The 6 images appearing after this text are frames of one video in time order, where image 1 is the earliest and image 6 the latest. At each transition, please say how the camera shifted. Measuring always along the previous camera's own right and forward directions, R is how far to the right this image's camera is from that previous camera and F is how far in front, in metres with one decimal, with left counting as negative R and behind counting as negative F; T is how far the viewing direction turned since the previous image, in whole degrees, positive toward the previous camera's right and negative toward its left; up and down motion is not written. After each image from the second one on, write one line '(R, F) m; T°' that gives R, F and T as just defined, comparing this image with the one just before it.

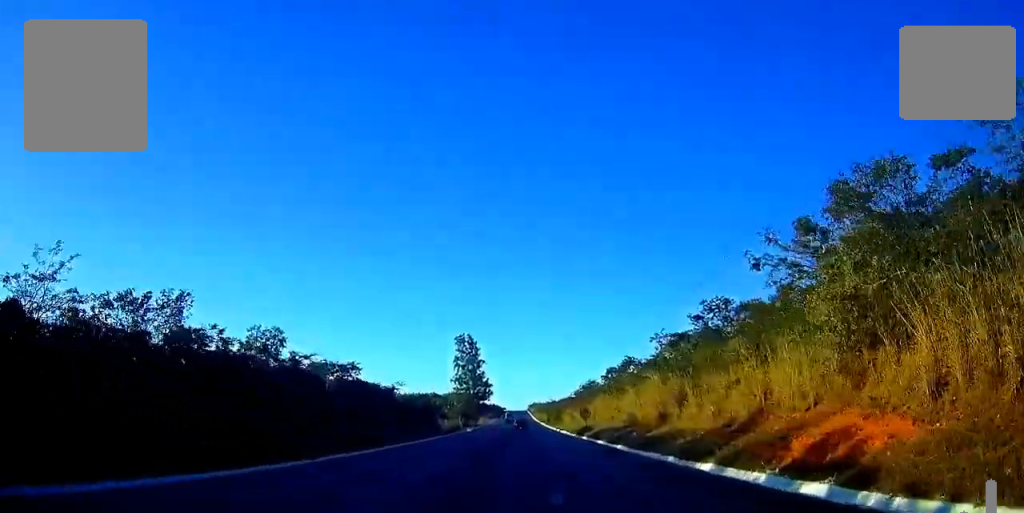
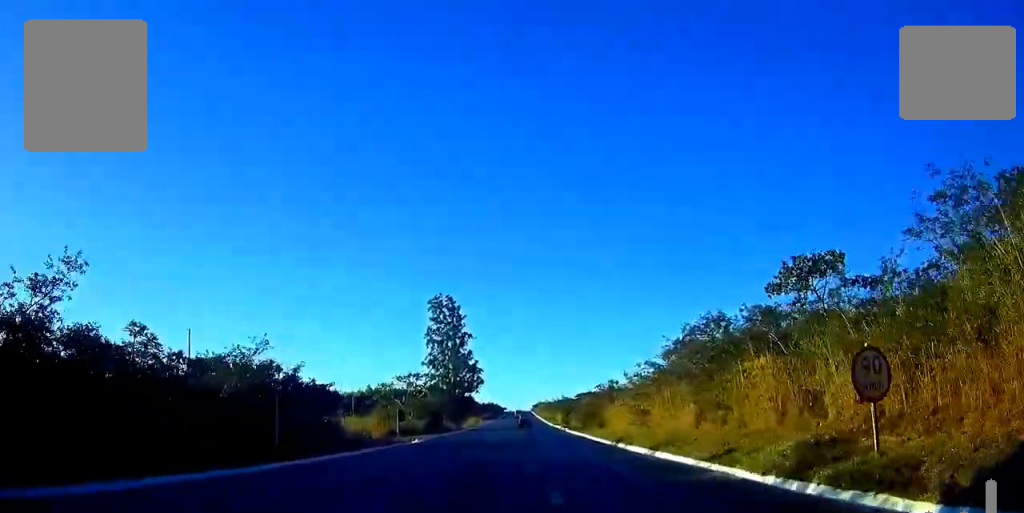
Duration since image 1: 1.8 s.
(+0.1, +51.1) m; 0°
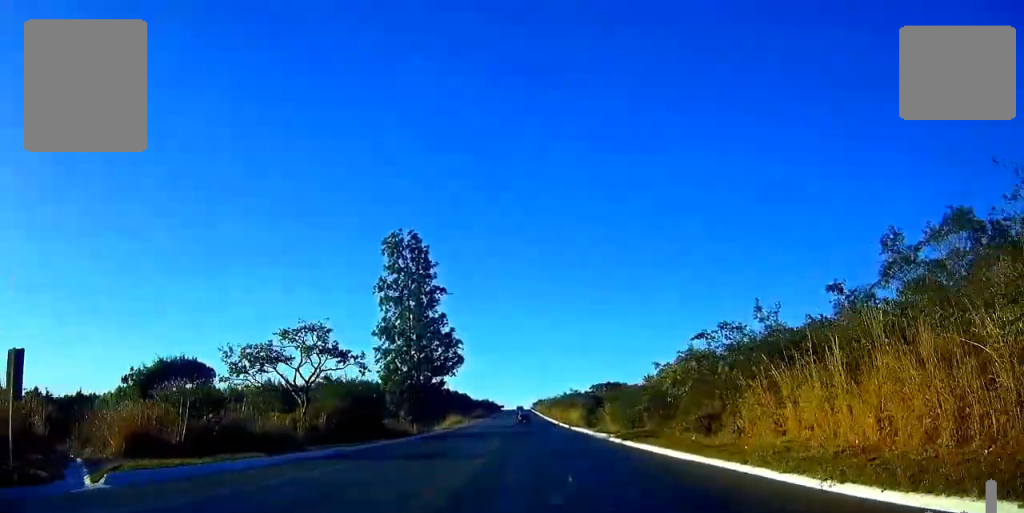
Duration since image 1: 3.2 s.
(-0.1, +37.0) m; 0°
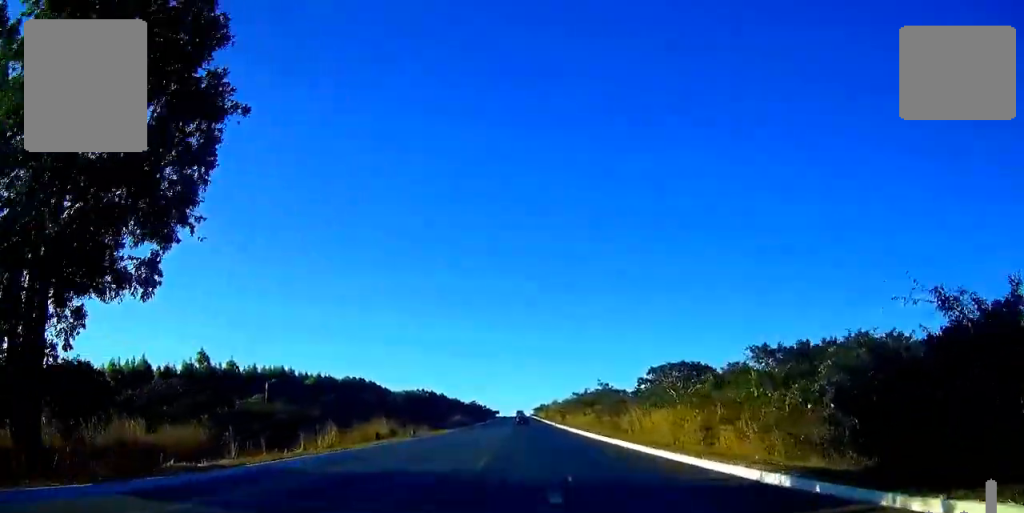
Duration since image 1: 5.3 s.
(0.0, +58.8) m; 0°
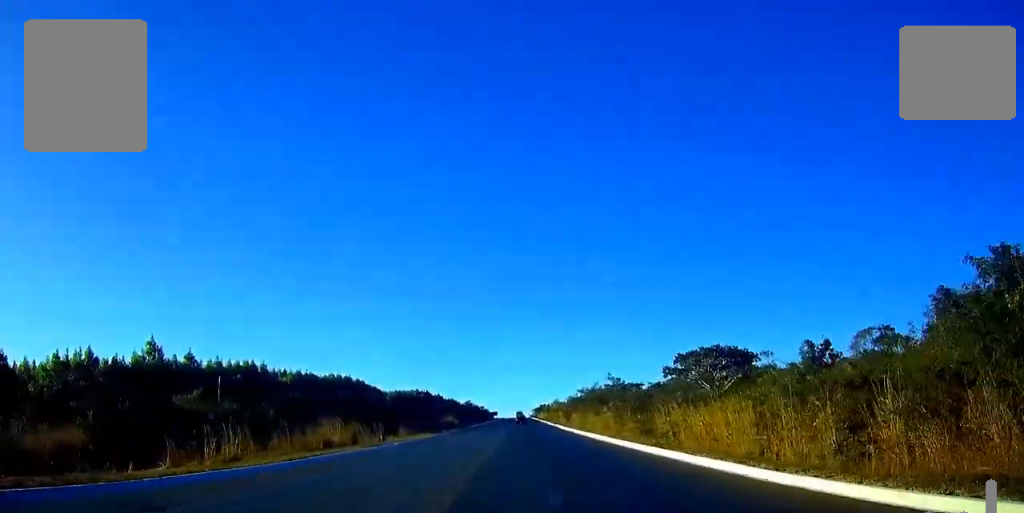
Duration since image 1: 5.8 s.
(0.0, +12.9) m; 0°
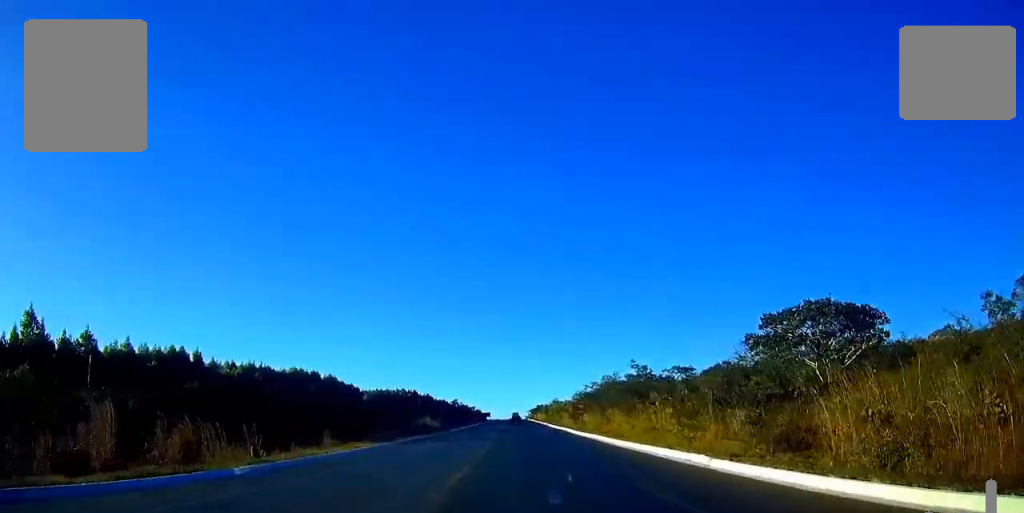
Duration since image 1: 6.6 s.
(+0.1, +22.2) m; 0°
